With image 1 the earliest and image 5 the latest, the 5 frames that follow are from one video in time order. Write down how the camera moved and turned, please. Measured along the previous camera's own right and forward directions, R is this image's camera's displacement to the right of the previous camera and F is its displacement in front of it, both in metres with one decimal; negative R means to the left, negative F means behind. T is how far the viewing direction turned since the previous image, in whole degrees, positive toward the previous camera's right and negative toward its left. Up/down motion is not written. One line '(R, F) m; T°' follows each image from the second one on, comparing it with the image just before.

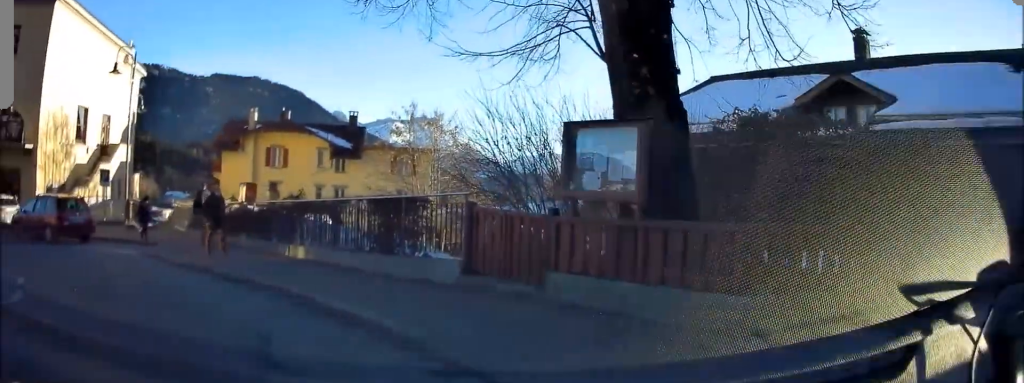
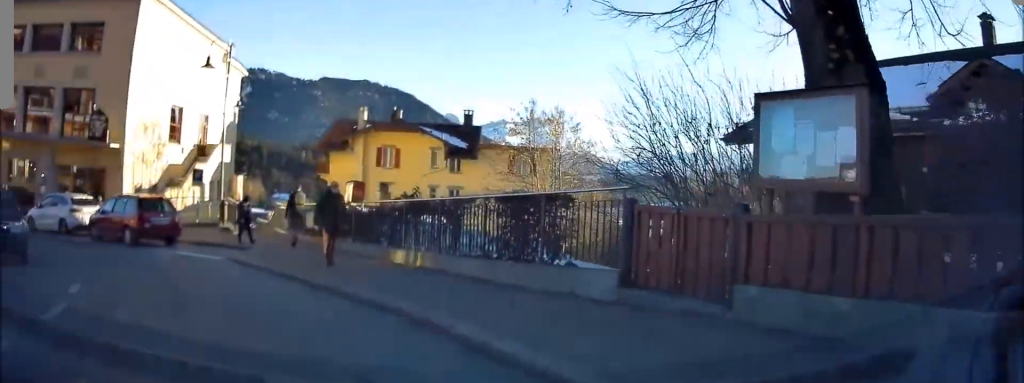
(-0.1, +1.6) m; -5°
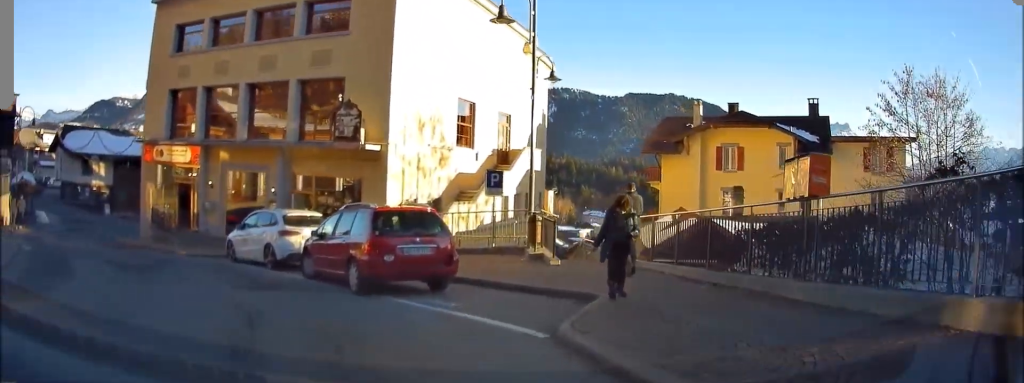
(-1.7, +6.7) m; -33°
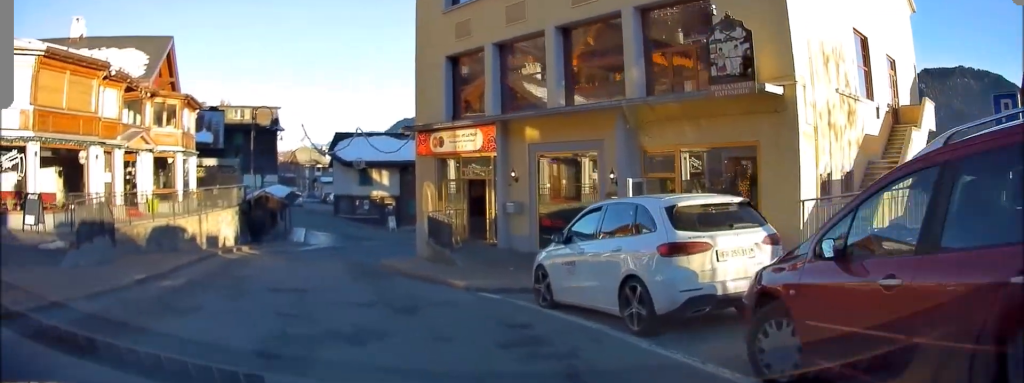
(-1.7, +8.6) m; -27°
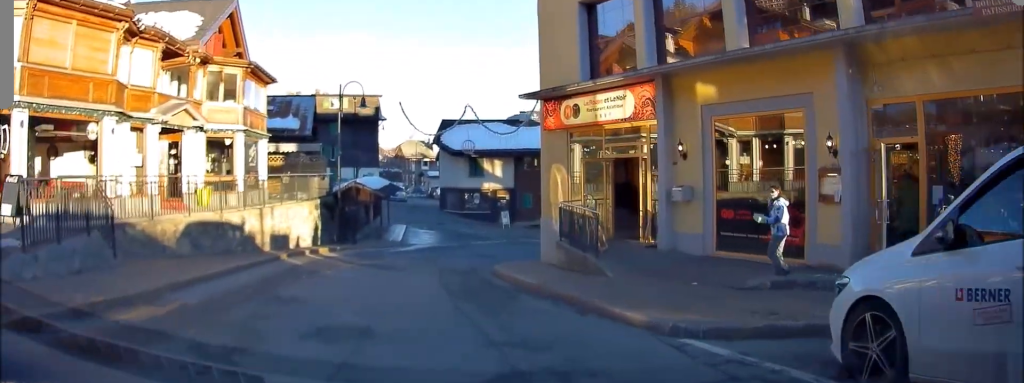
(-1.2, +5.3) m; -9°
